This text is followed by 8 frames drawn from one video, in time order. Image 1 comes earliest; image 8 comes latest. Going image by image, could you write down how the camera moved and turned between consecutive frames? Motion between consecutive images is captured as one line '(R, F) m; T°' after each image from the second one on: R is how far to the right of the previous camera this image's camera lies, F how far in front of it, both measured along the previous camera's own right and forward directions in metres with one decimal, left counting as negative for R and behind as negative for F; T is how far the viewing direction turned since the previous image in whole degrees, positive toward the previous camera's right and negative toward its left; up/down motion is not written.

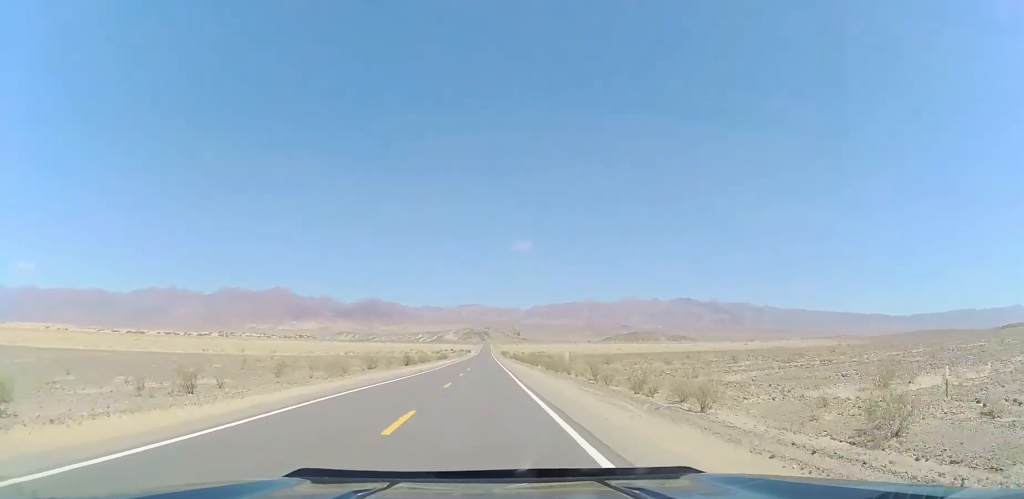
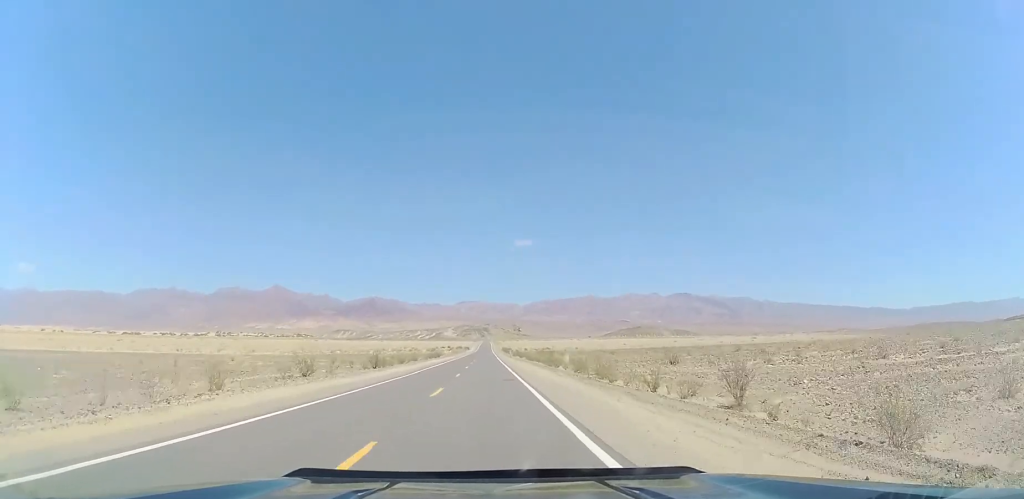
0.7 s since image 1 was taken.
(-0.1, +20.3) m; 0°
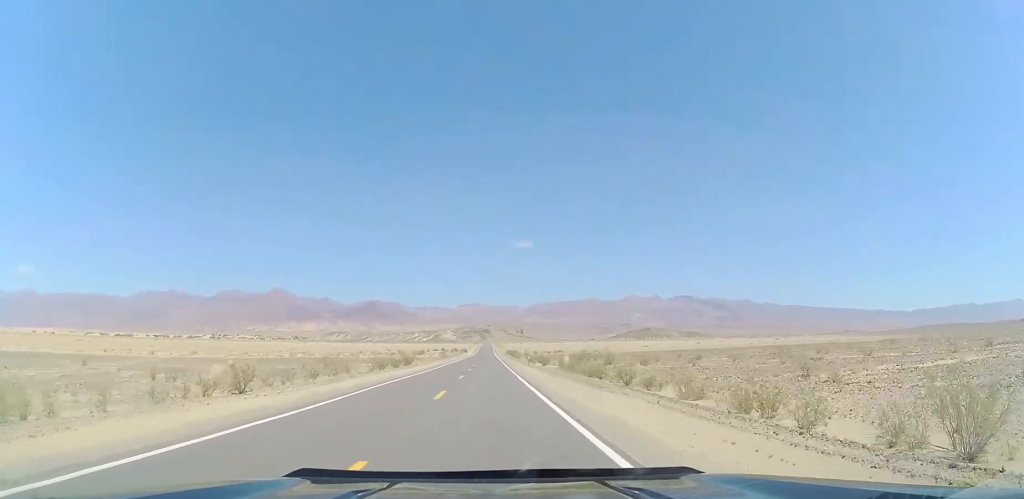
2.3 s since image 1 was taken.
(+0.5, +45.1) m; +1°
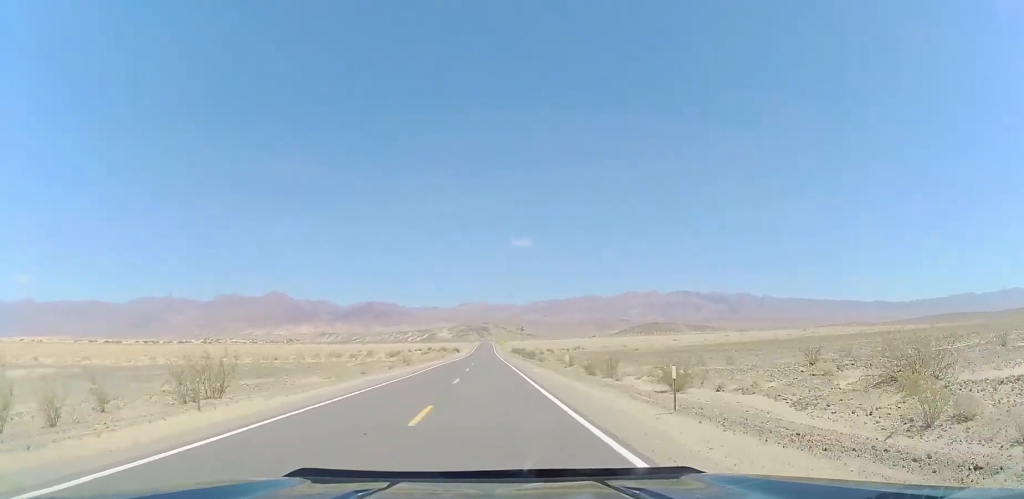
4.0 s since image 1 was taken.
(-0.3, +50.3) m; -1°
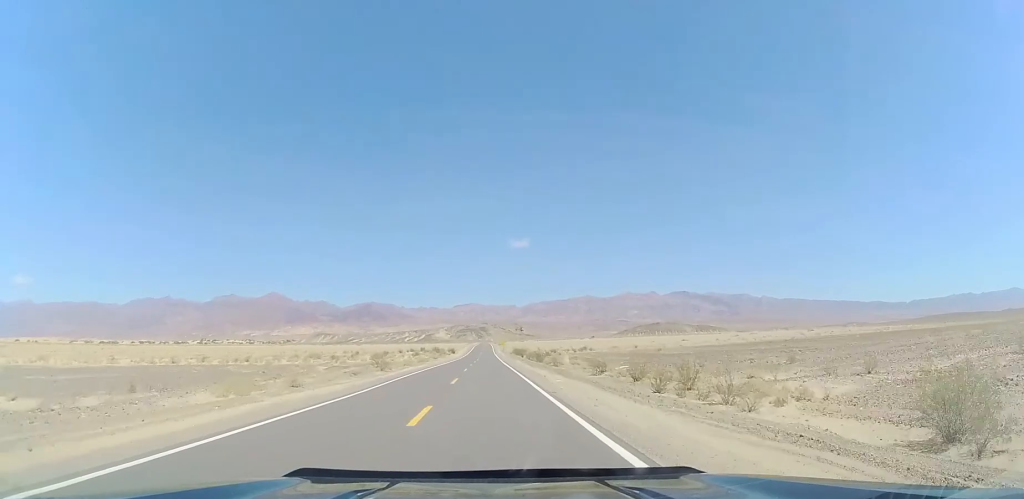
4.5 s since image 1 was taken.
(-0.1, +14.6) m; 0°
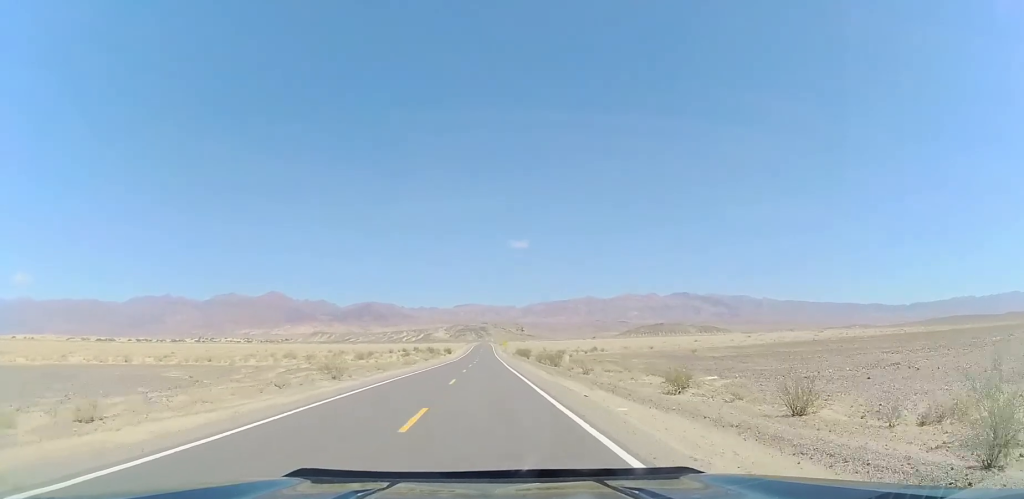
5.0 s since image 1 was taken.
(+0.1, +15.6) m; 0°
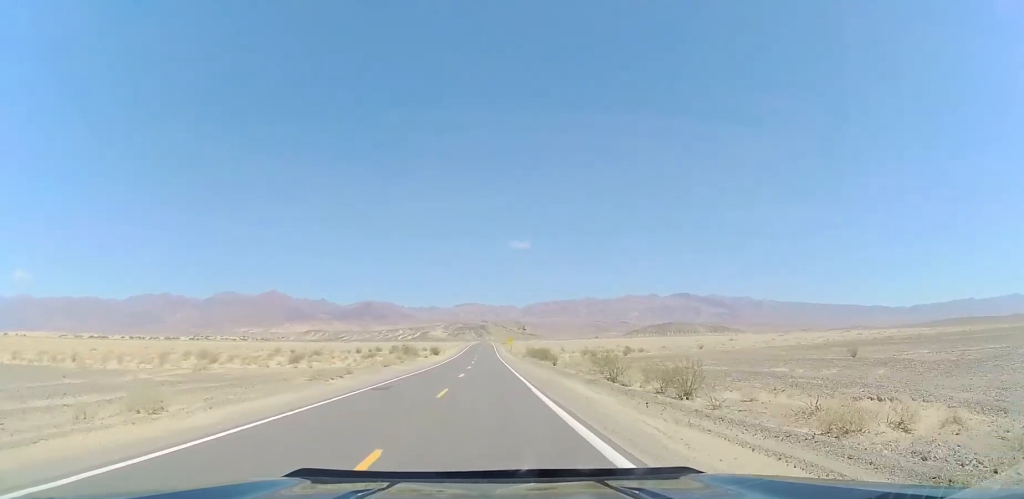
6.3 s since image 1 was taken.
(+0.1, +35.9) m; 0°
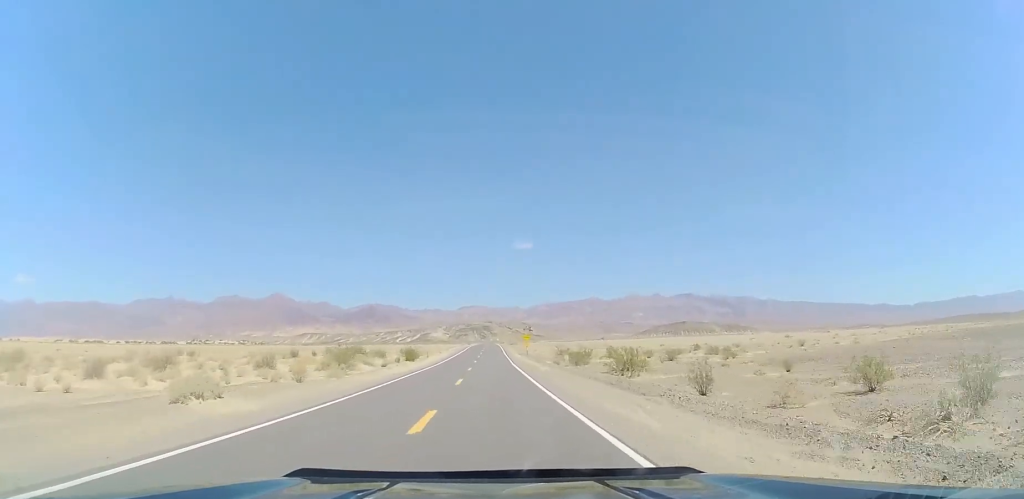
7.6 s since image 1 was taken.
(0.0, +38.2) m; 0°
